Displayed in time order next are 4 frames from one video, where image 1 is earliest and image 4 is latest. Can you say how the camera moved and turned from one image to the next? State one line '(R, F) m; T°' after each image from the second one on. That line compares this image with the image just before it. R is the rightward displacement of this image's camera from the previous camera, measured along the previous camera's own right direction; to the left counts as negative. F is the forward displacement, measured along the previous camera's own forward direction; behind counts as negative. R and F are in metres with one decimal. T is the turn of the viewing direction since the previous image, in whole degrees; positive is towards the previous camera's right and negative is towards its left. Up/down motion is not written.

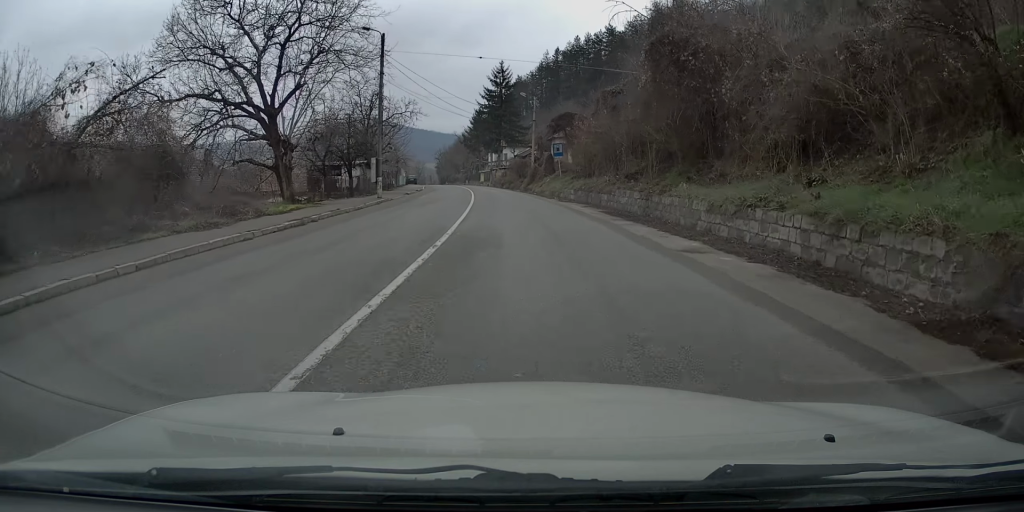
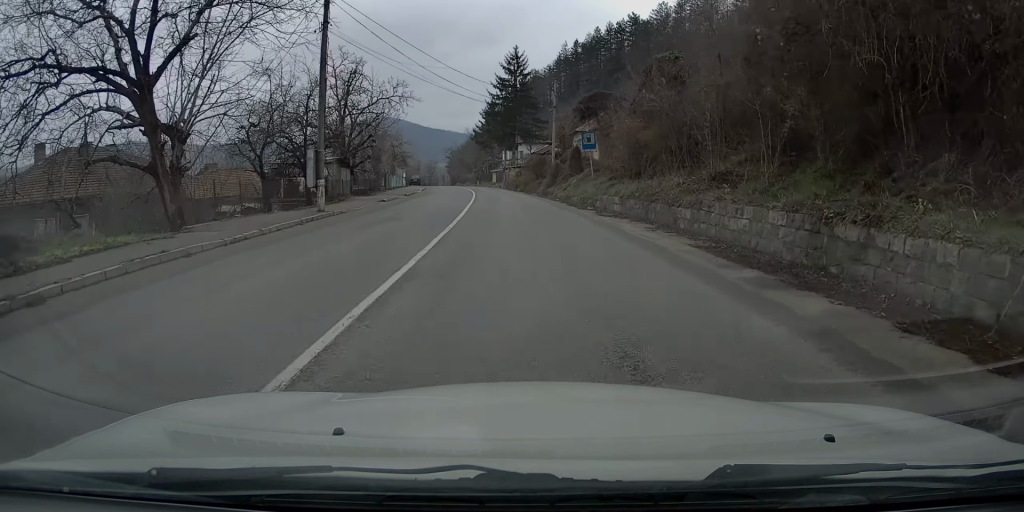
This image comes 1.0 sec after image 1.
(-0.3, +11.1) m; -1°
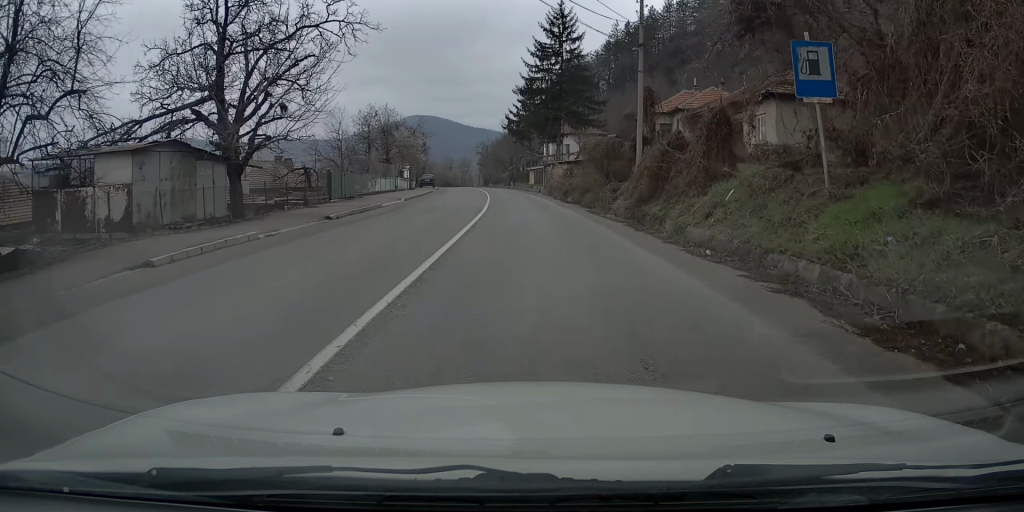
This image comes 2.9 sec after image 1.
(-0.5, +21.7) m; -2°
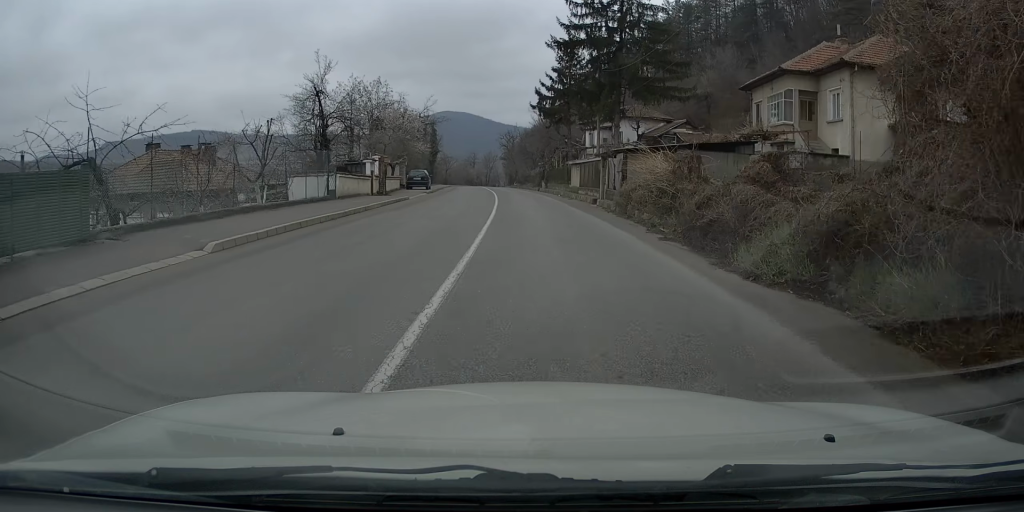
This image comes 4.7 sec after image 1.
(-0.5, +22.3) m; -3°
